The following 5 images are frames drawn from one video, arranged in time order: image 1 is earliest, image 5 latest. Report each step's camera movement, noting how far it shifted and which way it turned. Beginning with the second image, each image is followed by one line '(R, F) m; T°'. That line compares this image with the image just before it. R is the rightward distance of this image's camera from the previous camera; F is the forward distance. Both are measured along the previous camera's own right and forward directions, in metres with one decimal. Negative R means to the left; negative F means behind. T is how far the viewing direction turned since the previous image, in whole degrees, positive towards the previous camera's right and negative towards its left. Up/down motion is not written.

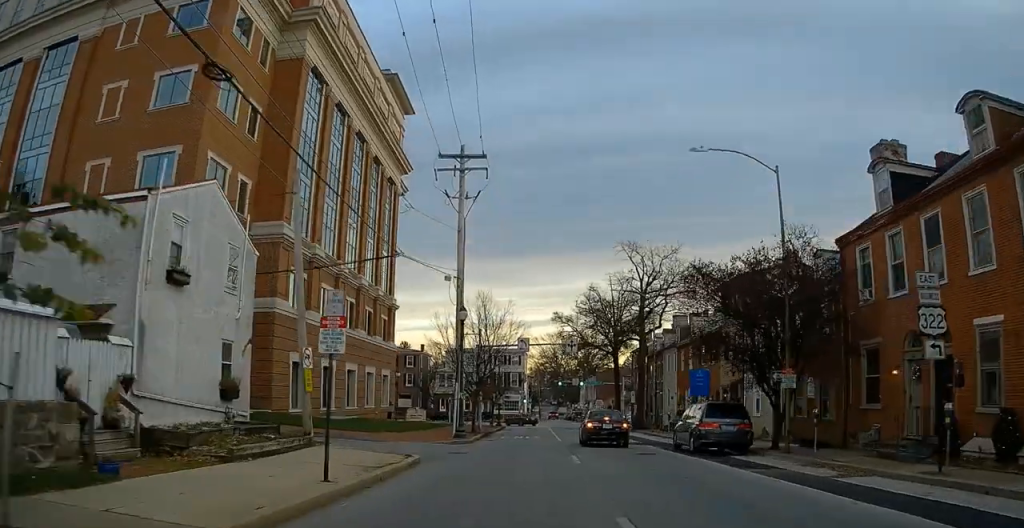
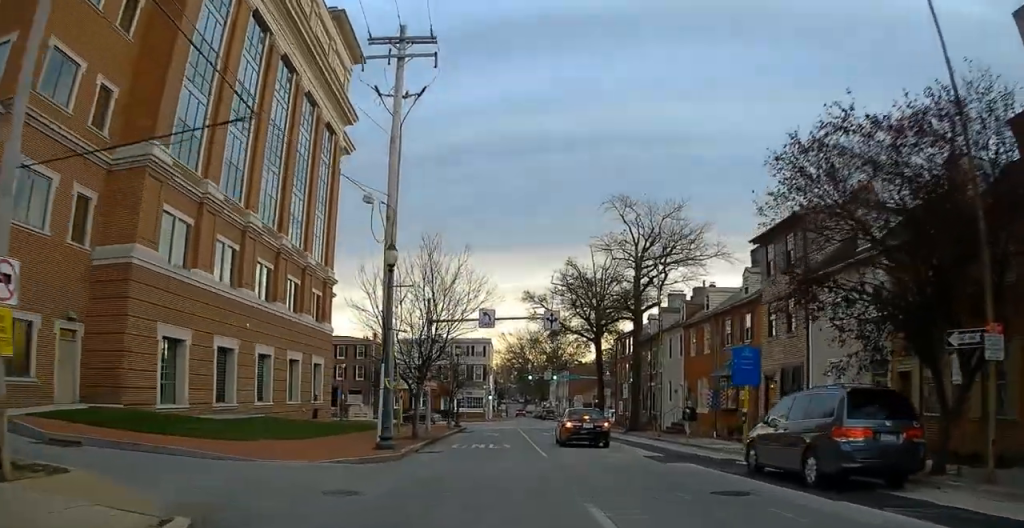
(+0.1, +11.4) m; +1°
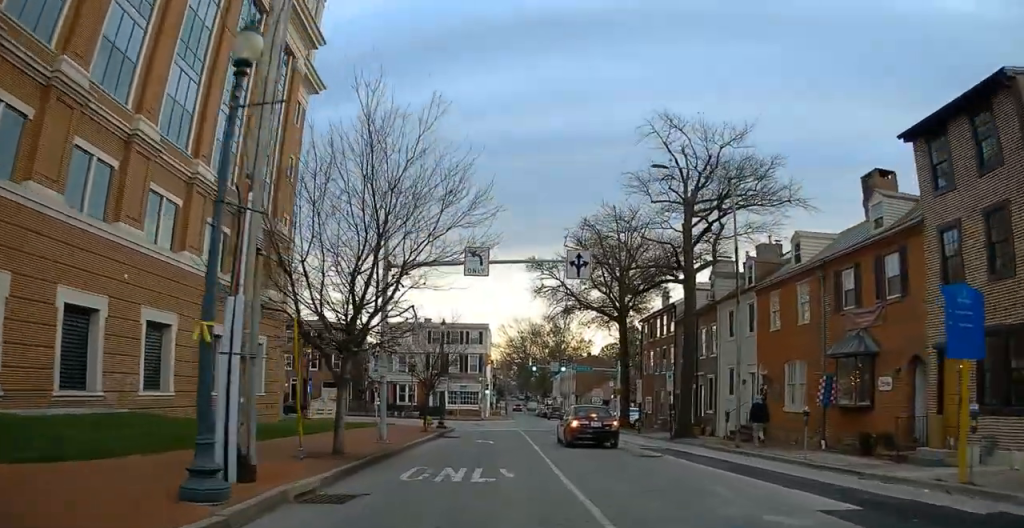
(-0.1, +12.2) m; -1°
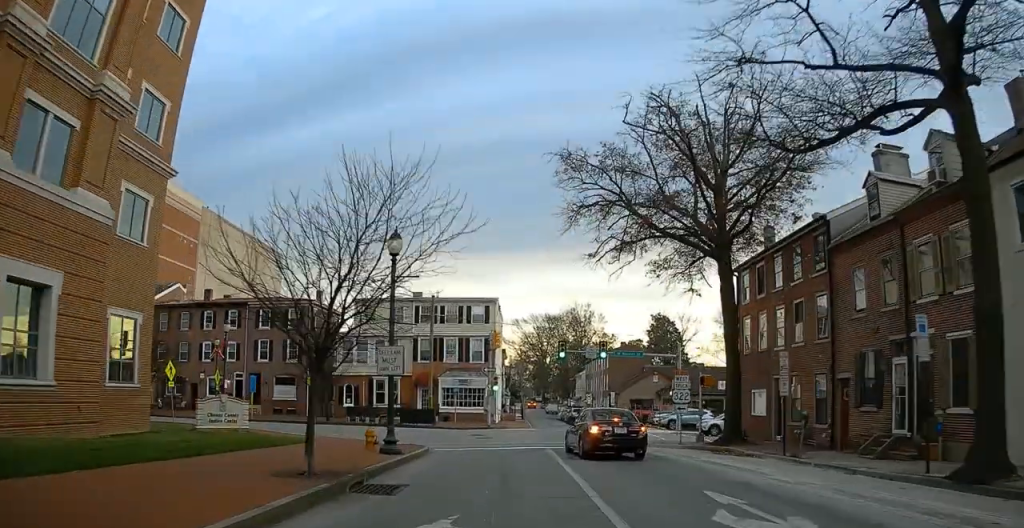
(+1.0, +19.9) m; +2°
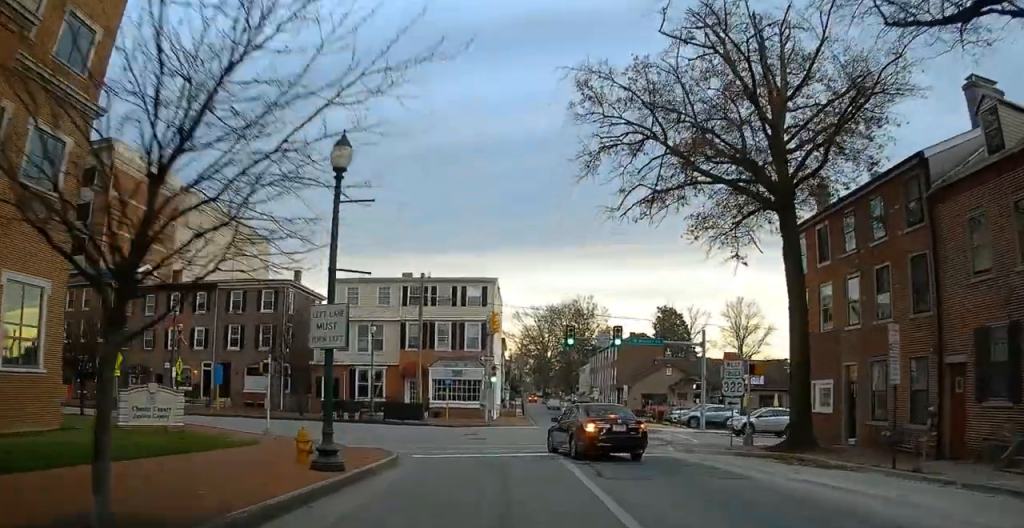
(-0.2, +6.5) m; -2°
